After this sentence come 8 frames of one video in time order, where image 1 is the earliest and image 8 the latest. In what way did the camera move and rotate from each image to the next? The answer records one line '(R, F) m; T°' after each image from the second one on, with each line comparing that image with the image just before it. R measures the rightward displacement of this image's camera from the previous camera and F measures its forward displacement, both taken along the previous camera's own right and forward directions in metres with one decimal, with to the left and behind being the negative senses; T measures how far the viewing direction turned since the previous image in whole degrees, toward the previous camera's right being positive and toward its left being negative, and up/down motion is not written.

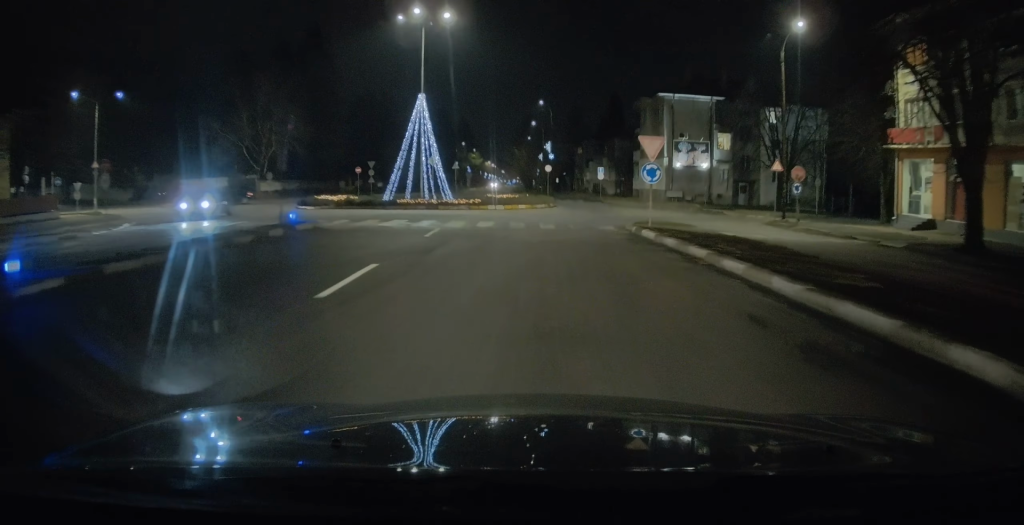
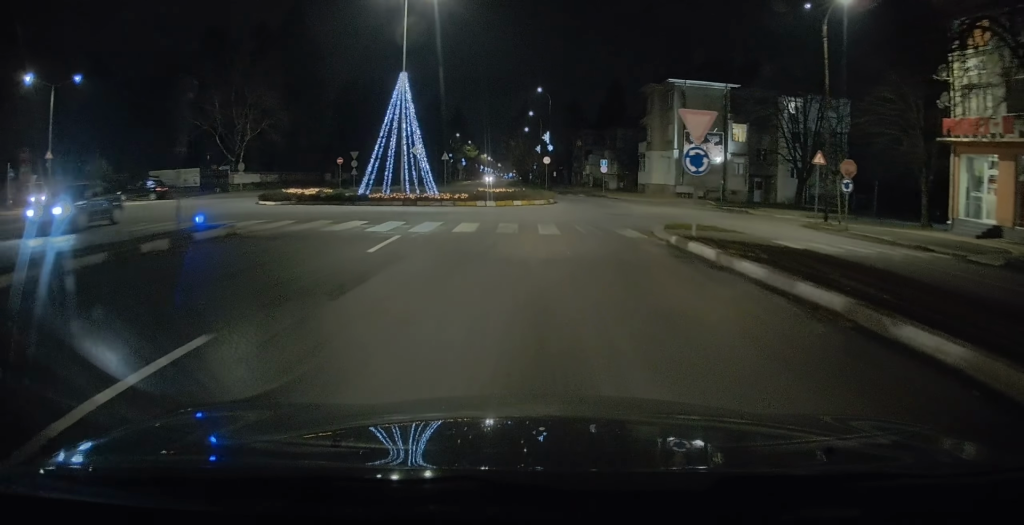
(0.0, +5.6) m; +1°
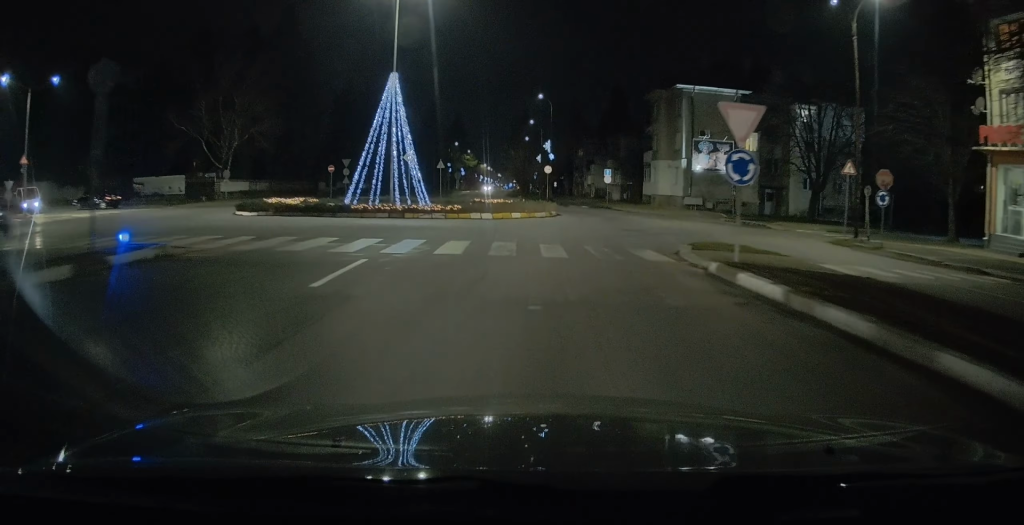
(0.0, +3.0) m; +1°
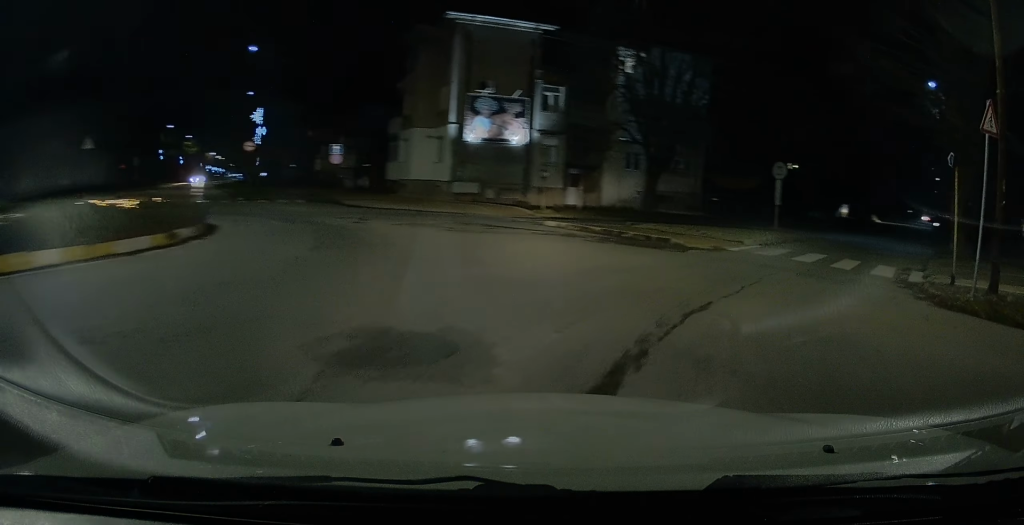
(+2.3, +18.7) m; +24°
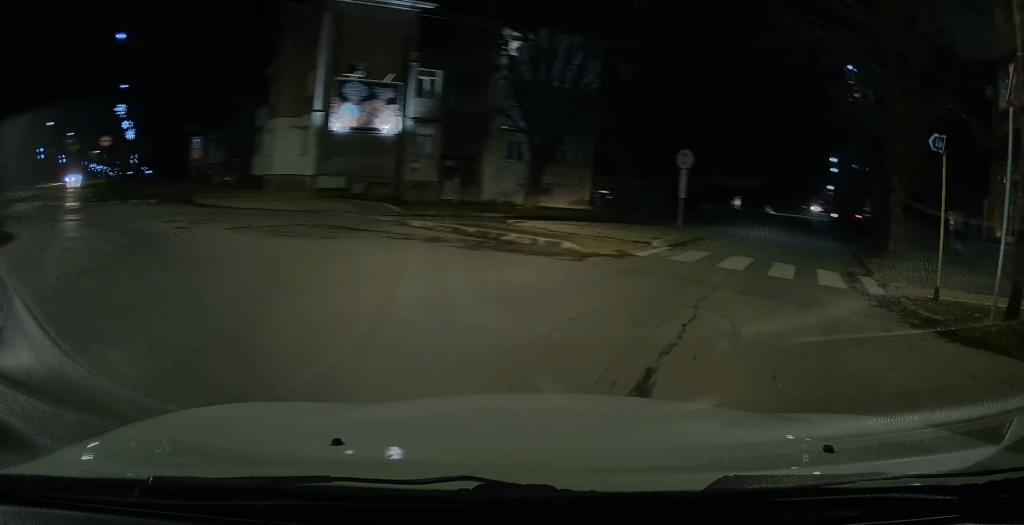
(+0.3, +3.2) m; +9°
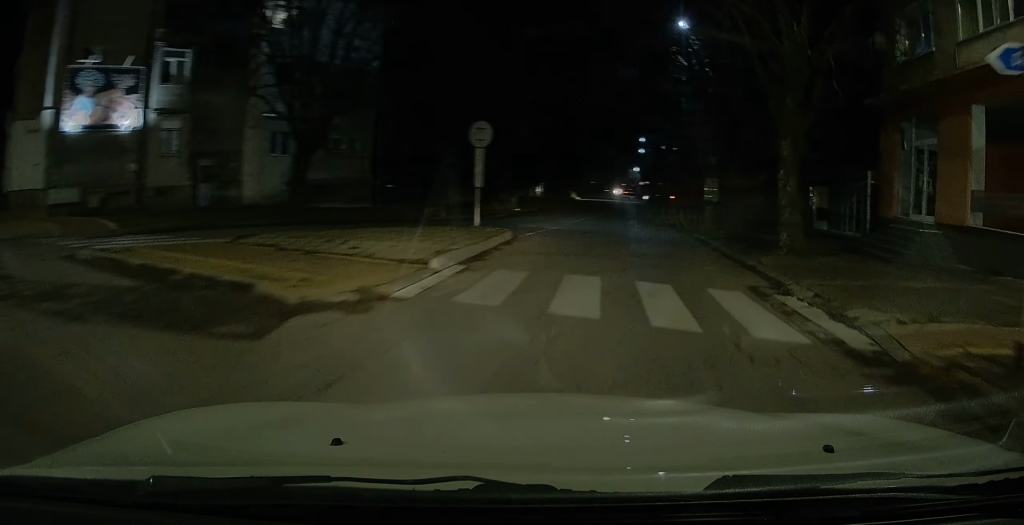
(+0.8, +5.7) m; +13°
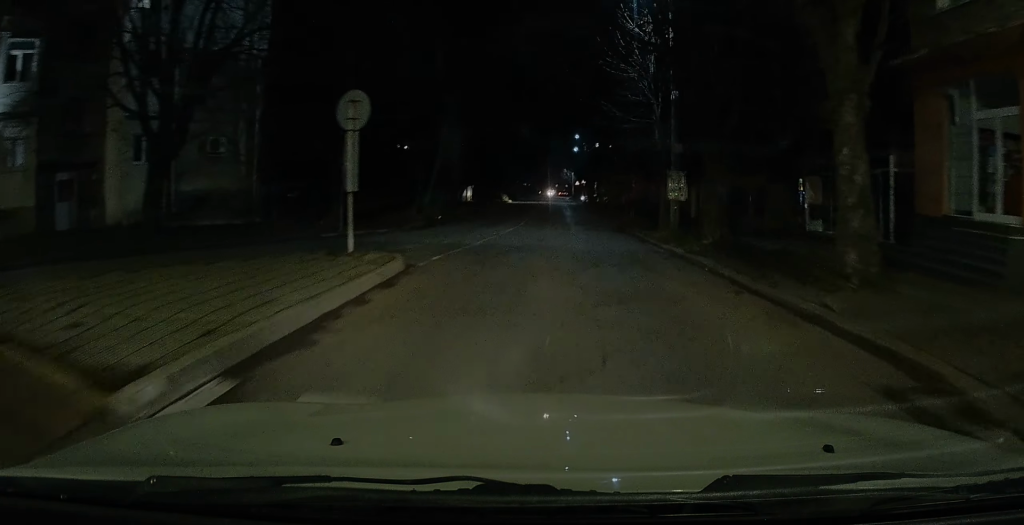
(+0.5, +5.5) m; +6°
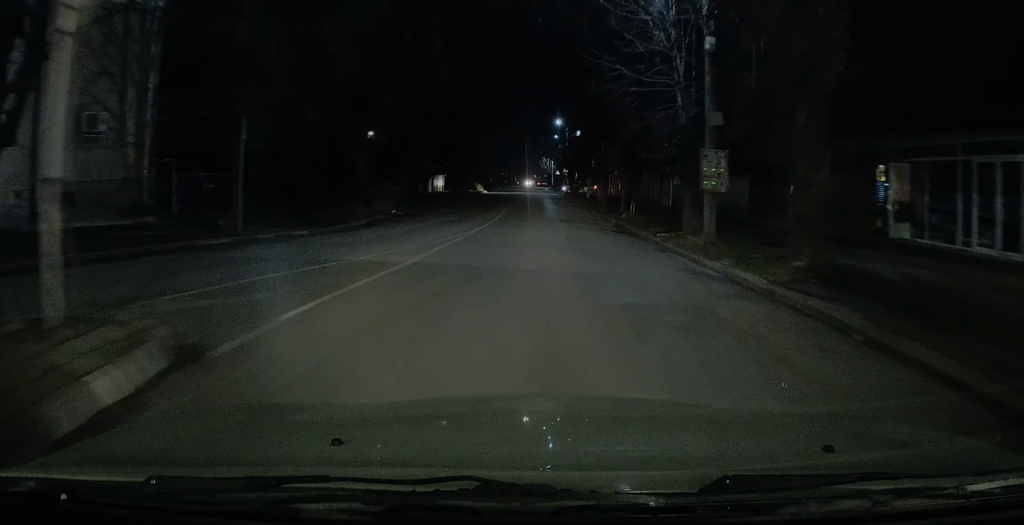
(0.0, +6.4) m; +1°
